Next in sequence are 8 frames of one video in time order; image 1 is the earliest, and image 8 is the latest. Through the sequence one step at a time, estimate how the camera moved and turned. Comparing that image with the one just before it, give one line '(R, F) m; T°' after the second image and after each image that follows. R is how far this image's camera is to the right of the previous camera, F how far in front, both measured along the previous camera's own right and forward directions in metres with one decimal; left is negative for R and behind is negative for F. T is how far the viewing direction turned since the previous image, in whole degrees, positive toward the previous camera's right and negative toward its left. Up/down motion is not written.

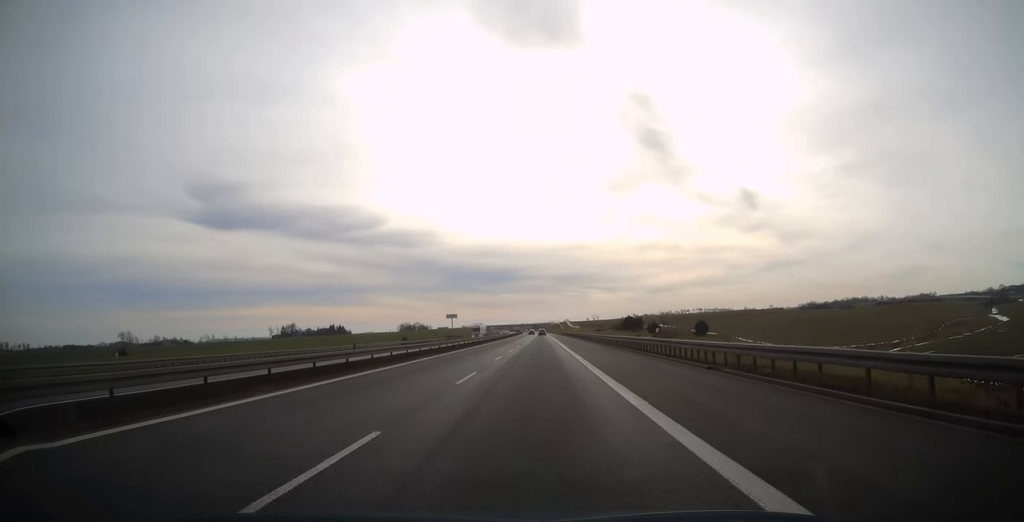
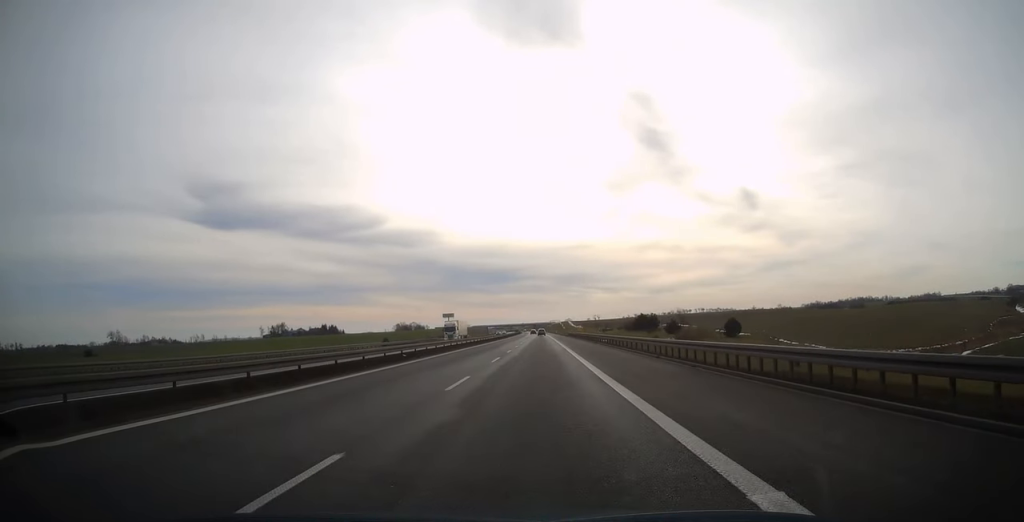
(0.0, +25.5) m; 0°
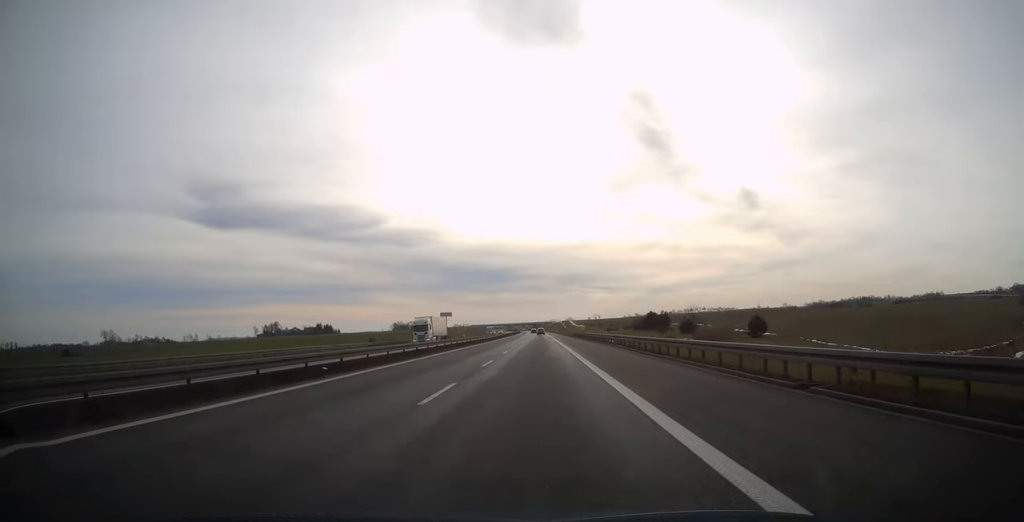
(0.0, +15.3) m; 0°
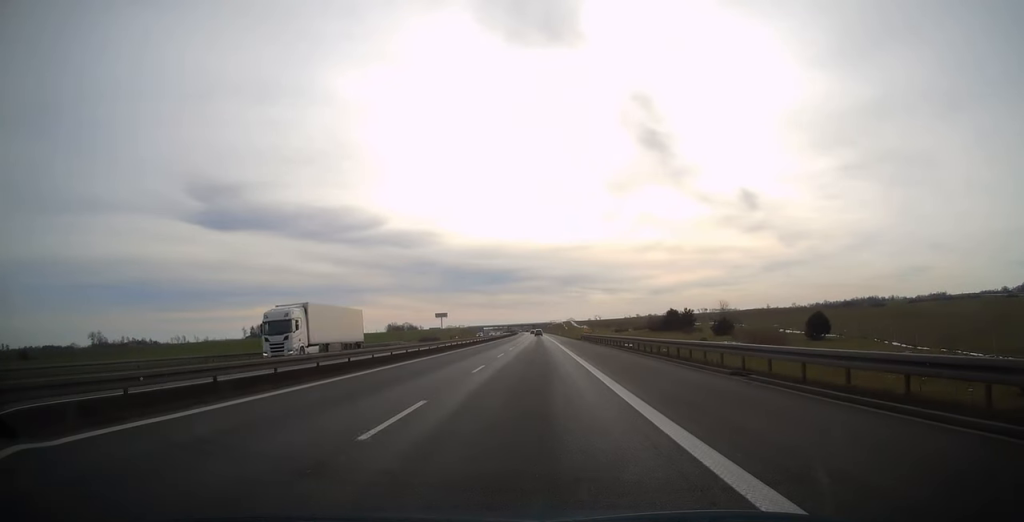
(-0.1, +26.5) m; 0°
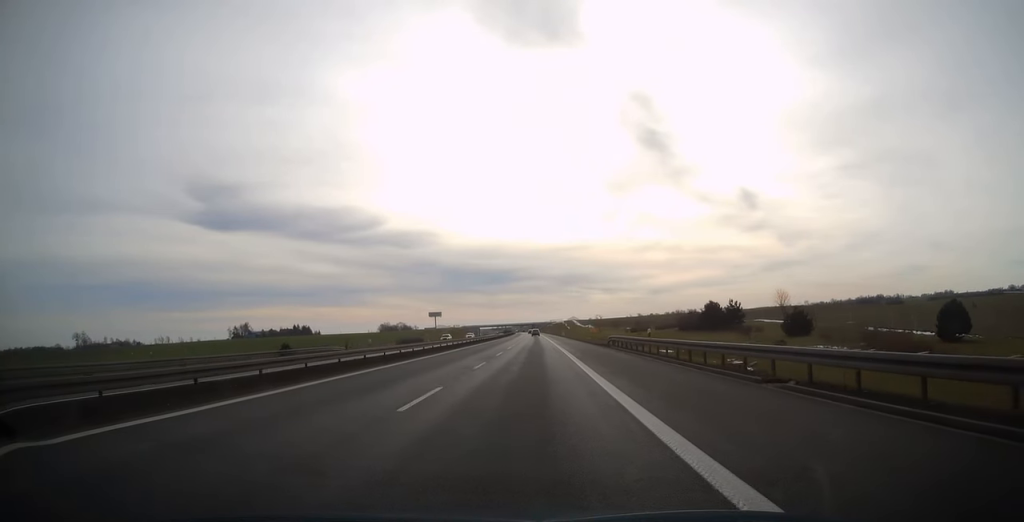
(+0.1, +32.6) m; 0°
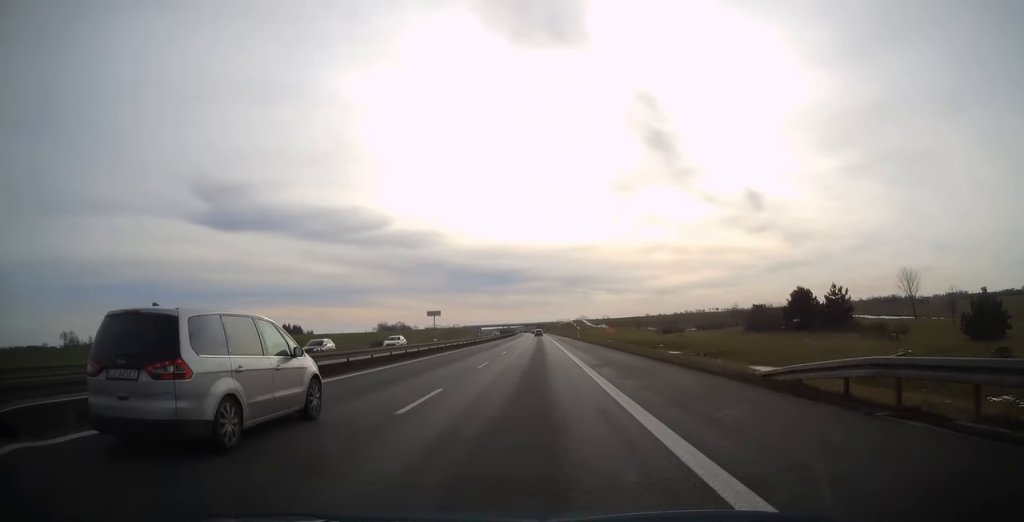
(-0.1, +35.2) m; 0°
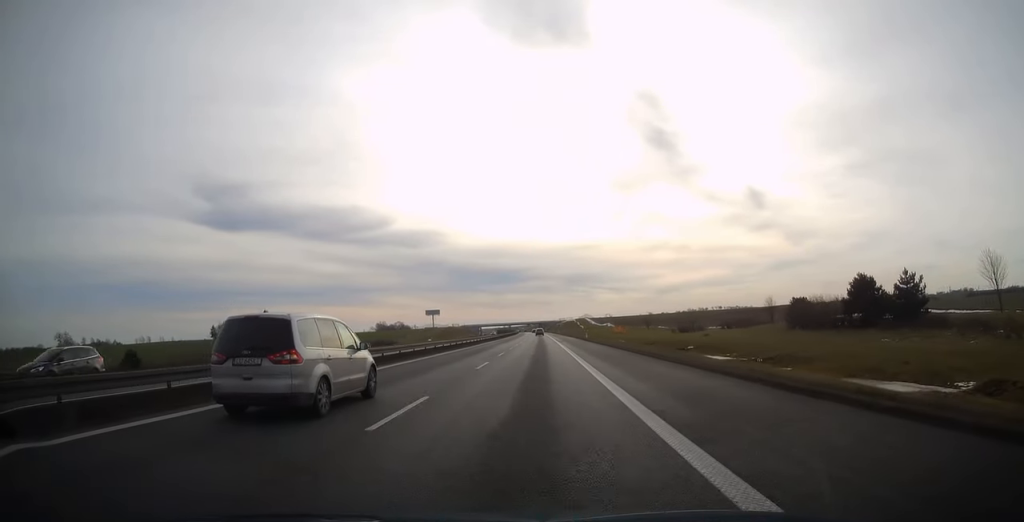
(0.0, +14.3) m; 0°
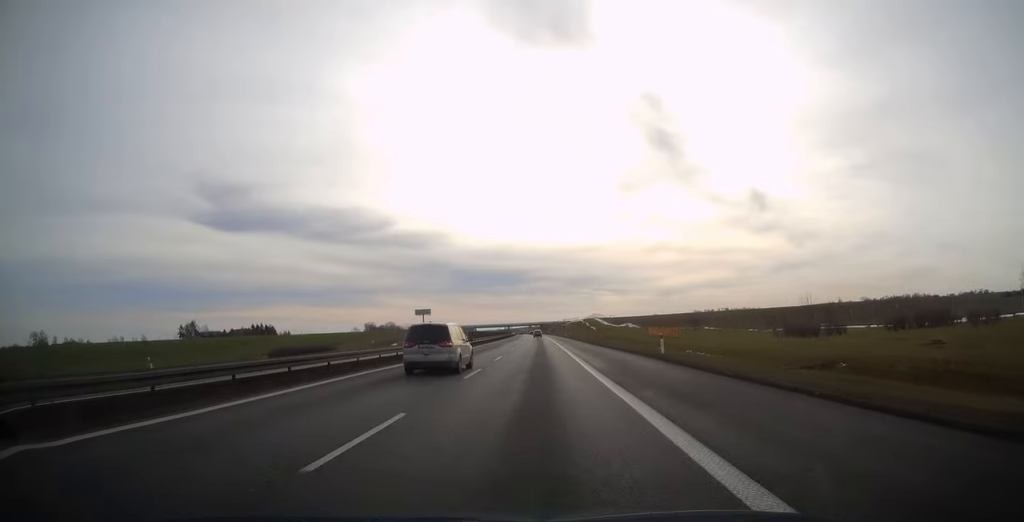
(-0.2, +48.9) m; -1°
